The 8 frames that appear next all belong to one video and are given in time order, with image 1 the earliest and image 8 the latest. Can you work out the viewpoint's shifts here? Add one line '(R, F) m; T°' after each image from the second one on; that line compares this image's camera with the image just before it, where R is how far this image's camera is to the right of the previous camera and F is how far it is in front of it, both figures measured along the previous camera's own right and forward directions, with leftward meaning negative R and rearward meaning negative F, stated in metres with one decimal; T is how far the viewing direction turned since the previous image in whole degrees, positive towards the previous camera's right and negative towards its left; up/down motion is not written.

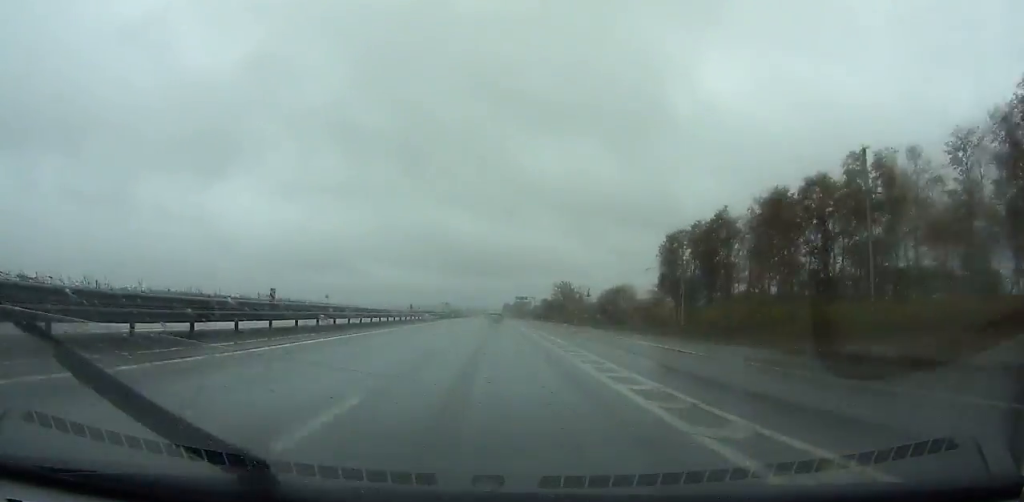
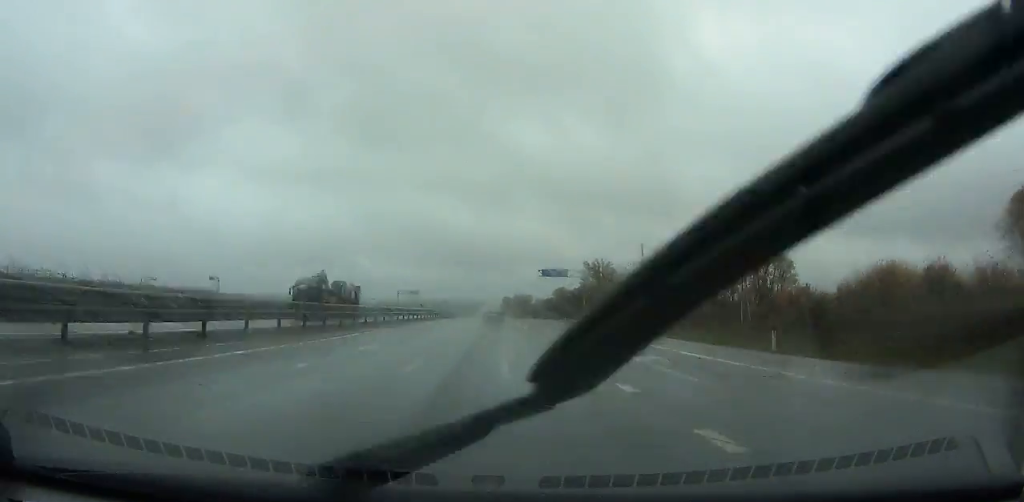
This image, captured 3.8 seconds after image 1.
(-0.1, +99.4) m; 0°
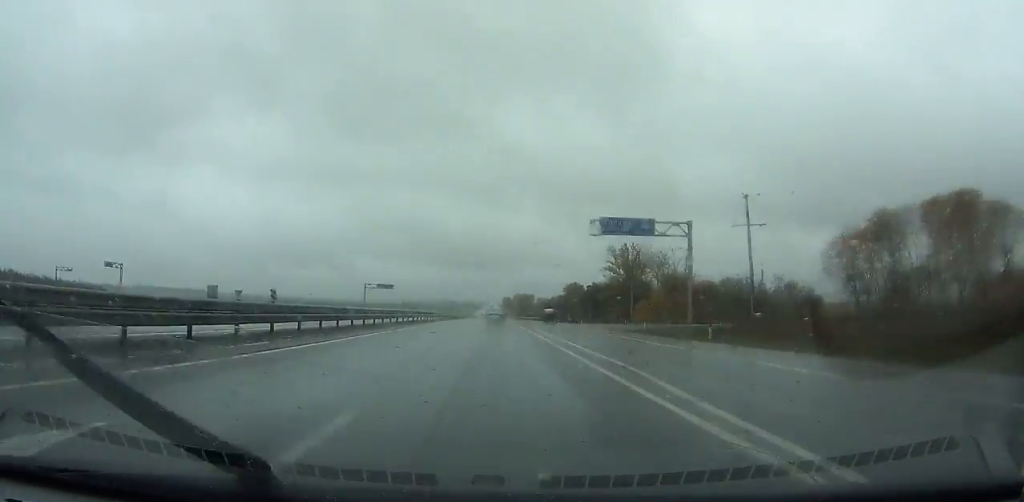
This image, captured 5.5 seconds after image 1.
(0.0, +44.1) m; 0°
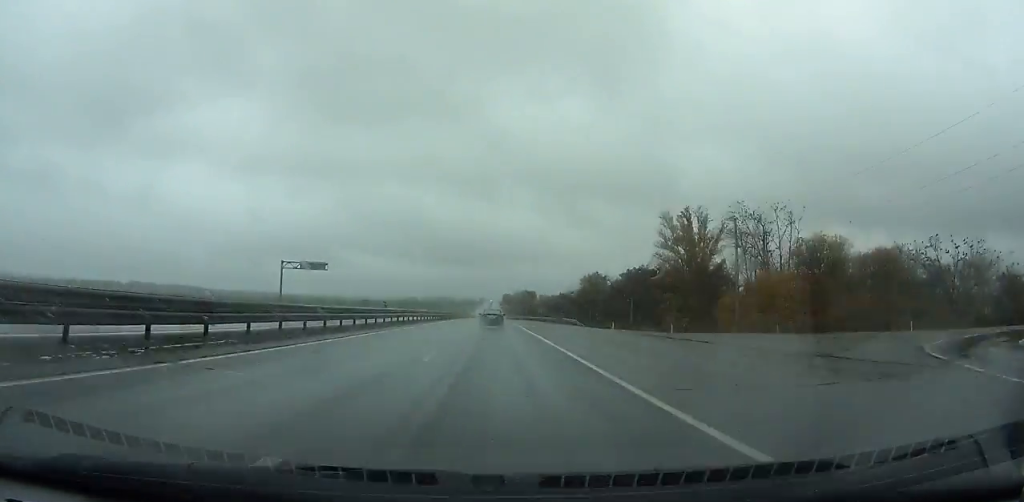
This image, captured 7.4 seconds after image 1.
(0.0, +49.0) m; 0°
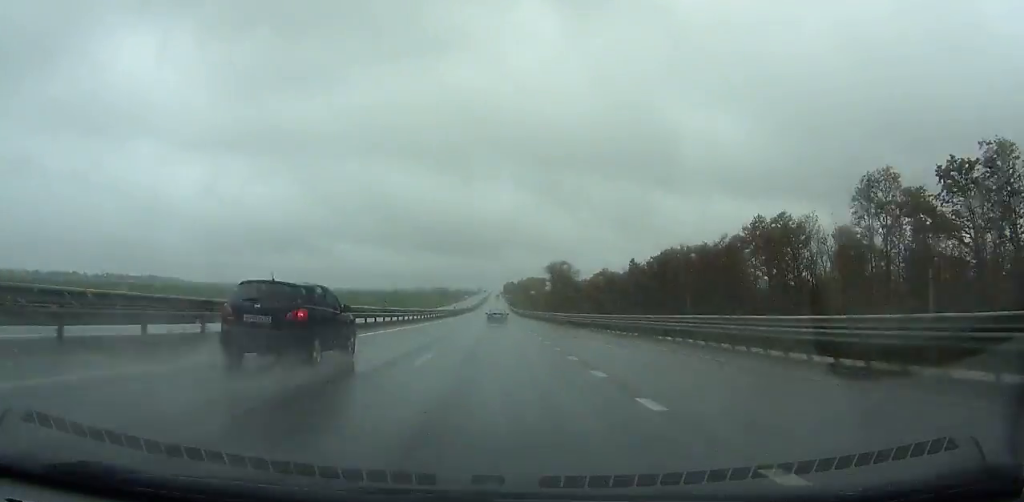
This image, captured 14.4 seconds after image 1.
(+0.5, +180.5) m; 0°
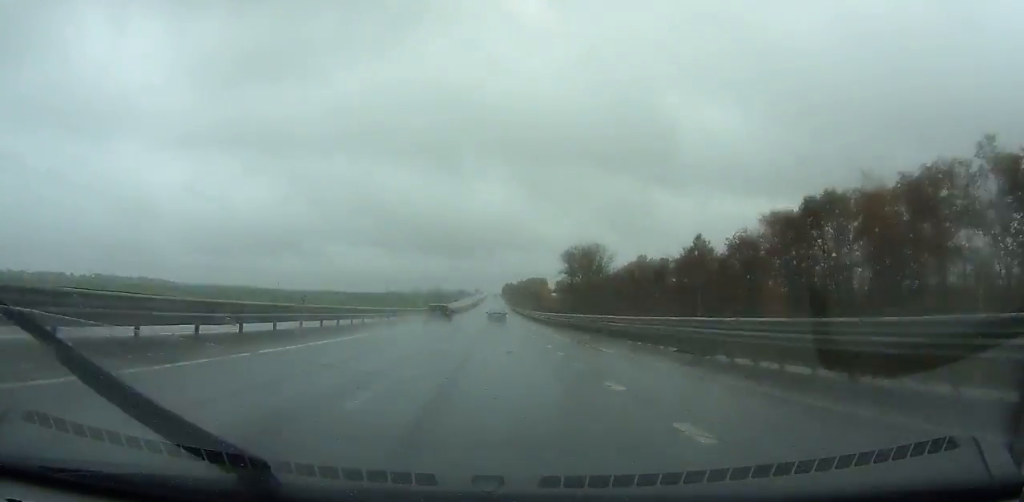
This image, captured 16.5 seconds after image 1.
(0.0, +54.6) m; 0°
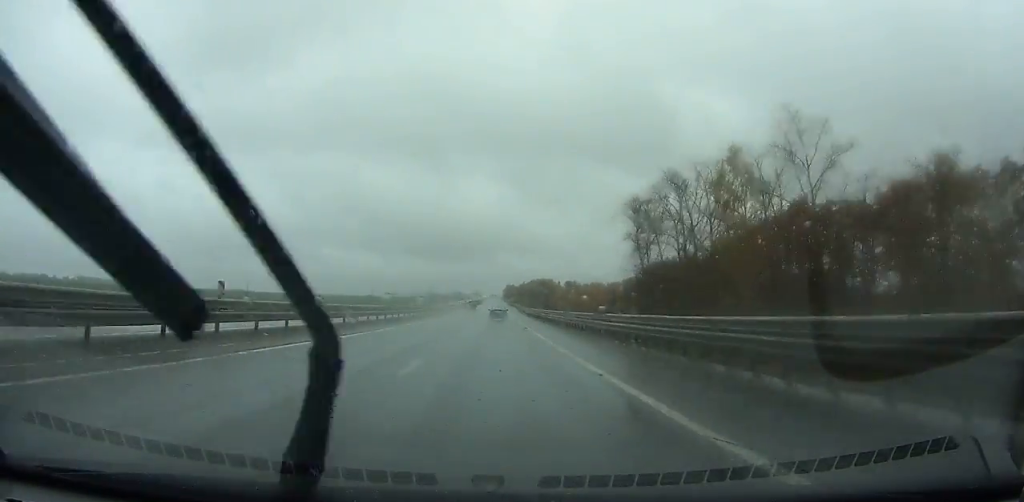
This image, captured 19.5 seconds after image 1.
(+0.1, +78.5) m; 0°
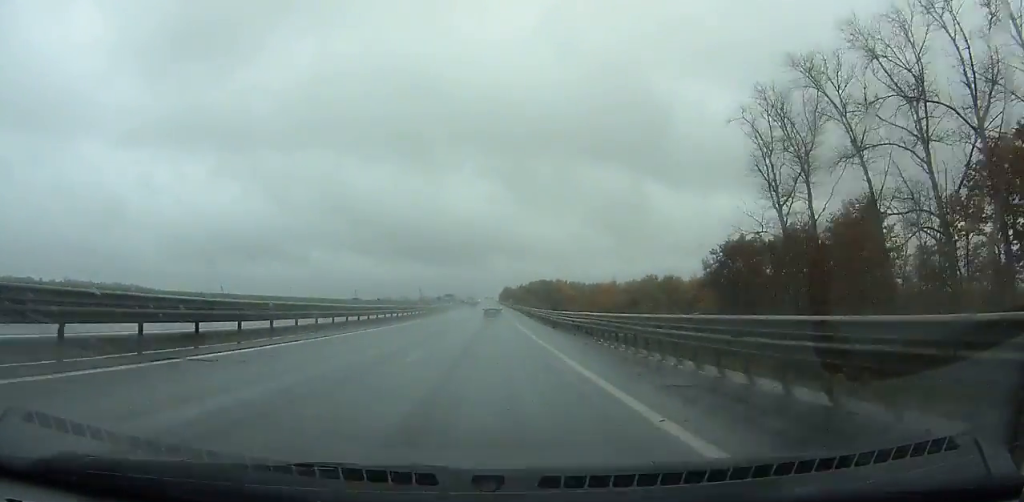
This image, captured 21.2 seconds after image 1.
(0.0, +44.7) m; 0°
